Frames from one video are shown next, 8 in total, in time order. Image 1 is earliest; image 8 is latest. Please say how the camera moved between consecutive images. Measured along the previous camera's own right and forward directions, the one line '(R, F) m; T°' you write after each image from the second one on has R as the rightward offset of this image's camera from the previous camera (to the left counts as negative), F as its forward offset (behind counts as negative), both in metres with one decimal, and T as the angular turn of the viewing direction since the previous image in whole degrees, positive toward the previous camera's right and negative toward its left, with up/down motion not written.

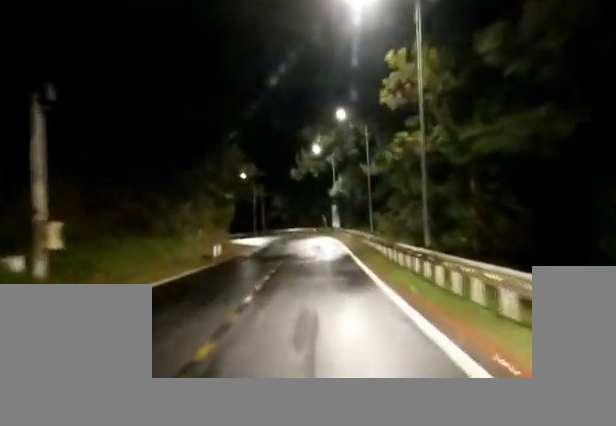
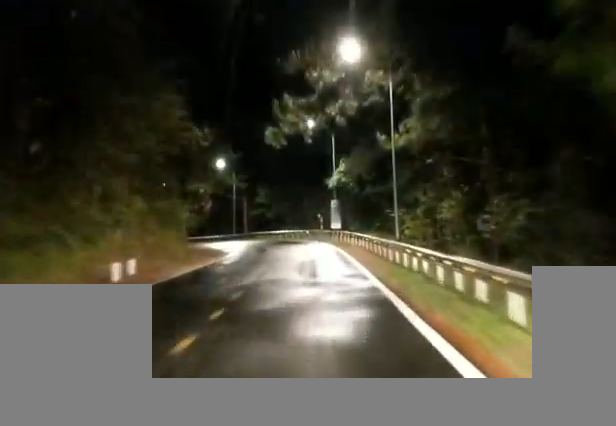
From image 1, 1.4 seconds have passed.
(+0.7, +22.5) m; +2°
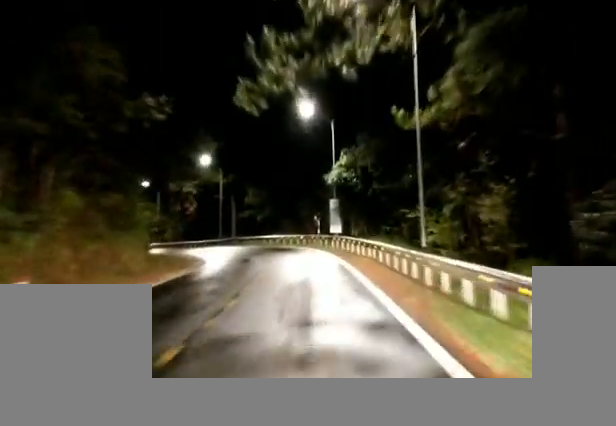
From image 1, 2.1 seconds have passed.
(0.0, +10.5) m; 0°
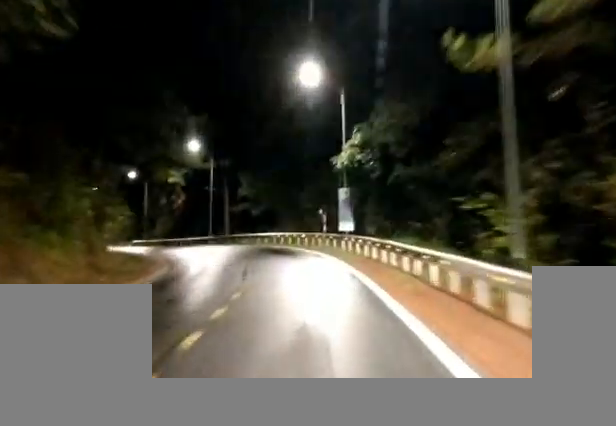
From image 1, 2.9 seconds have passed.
(0.0, +11.5) m; -1°
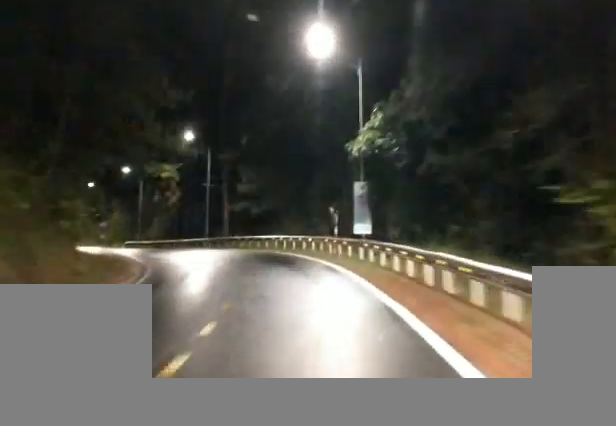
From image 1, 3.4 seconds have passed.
(-0.1, +7.5) m; -2°
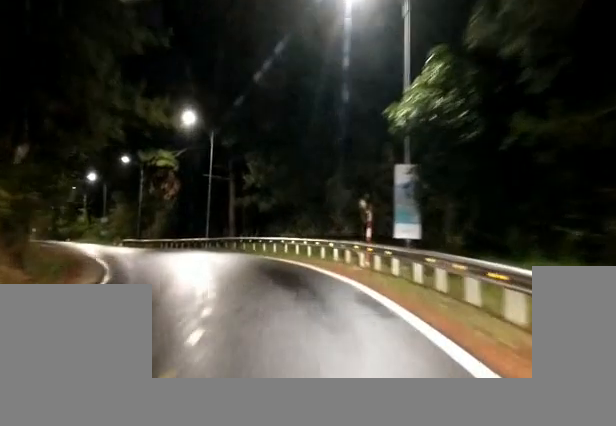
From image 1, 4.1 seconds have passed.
(-0.1, +10.3) m; -4°
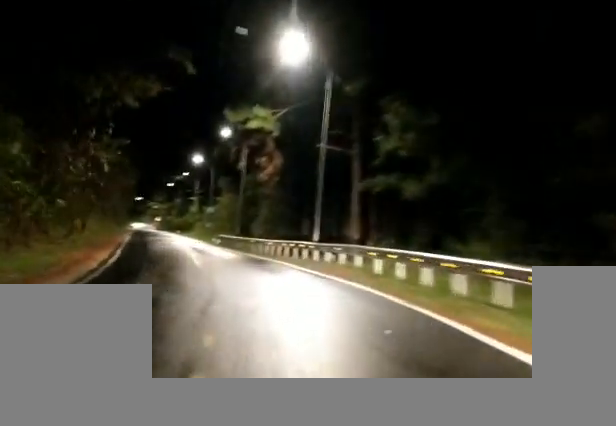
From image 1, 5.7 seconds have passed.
(-3.3, +21.8) m; -14°
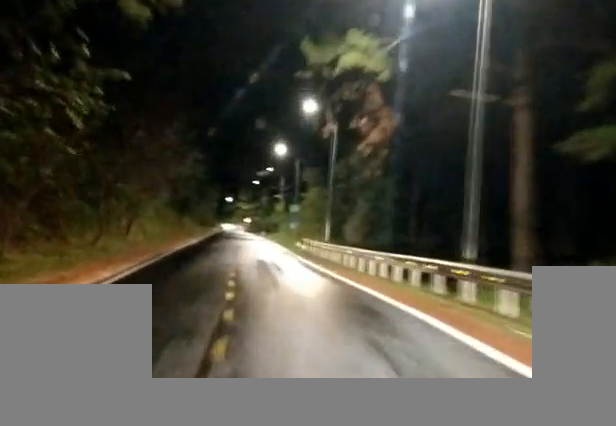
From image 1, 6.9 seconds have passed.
(-0.4, +16.1) m; -1°
